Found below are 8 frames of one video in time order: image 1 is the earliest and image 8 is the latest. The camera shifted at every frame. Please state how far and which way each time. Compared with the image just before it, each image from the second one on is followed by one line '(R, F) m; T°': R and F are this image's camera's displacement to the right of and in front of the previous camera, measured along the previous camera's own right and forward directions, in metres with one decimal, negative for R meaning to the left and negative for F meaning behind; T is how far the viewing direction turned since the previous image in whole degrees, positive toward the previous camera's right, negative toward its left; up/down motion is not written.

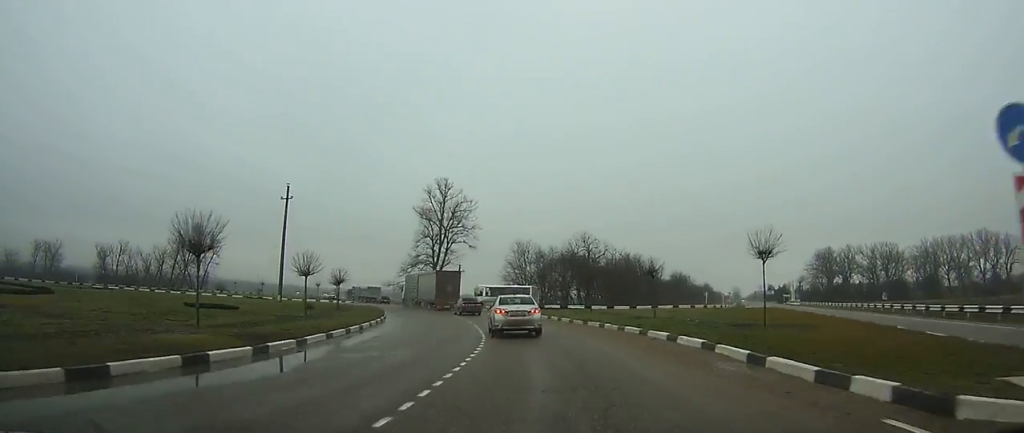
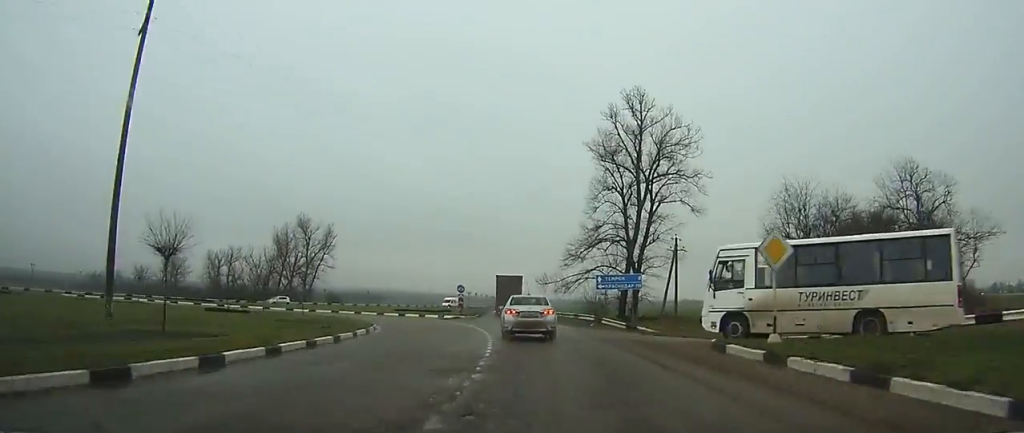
(-9.9, +52.0) m; -20°
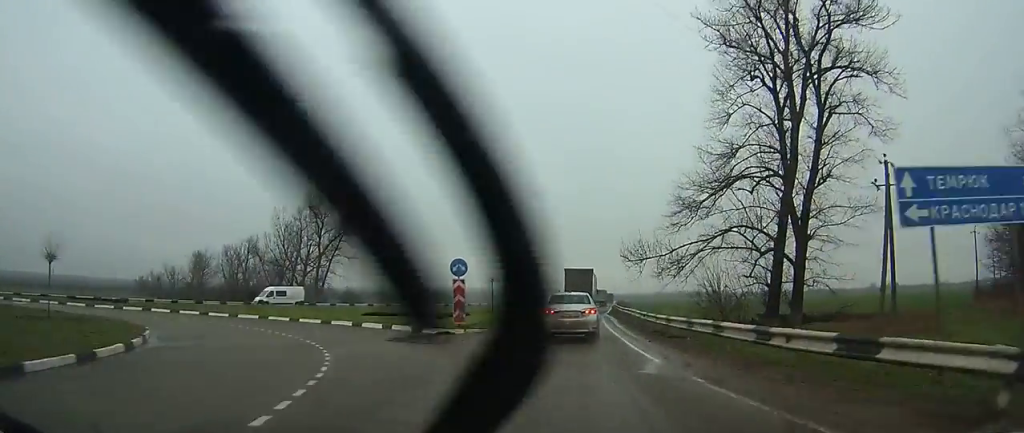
(-1.7, +27.8) m; -4°
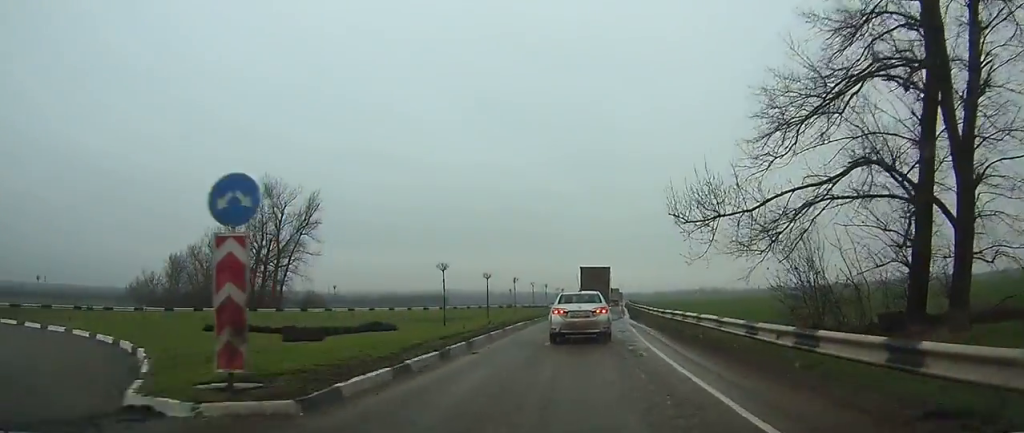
(-0.3, +15.3) m; 0°
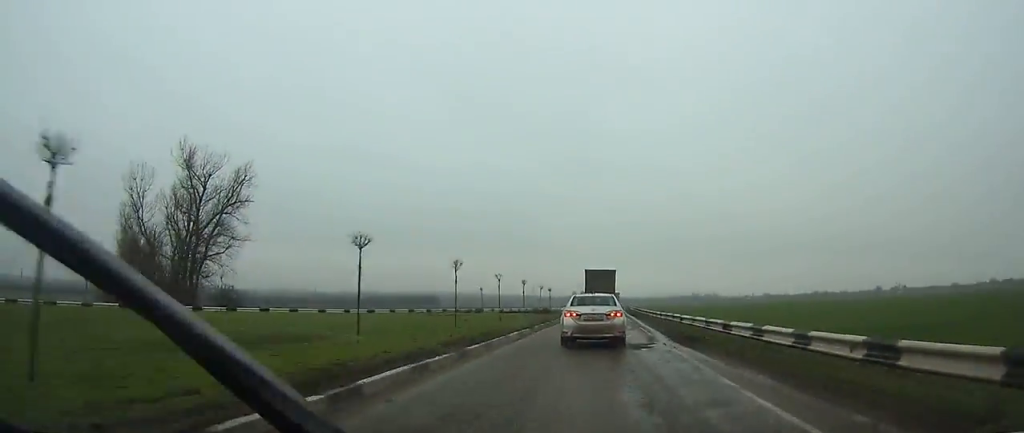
(+0.1, +17.1) m; +1°
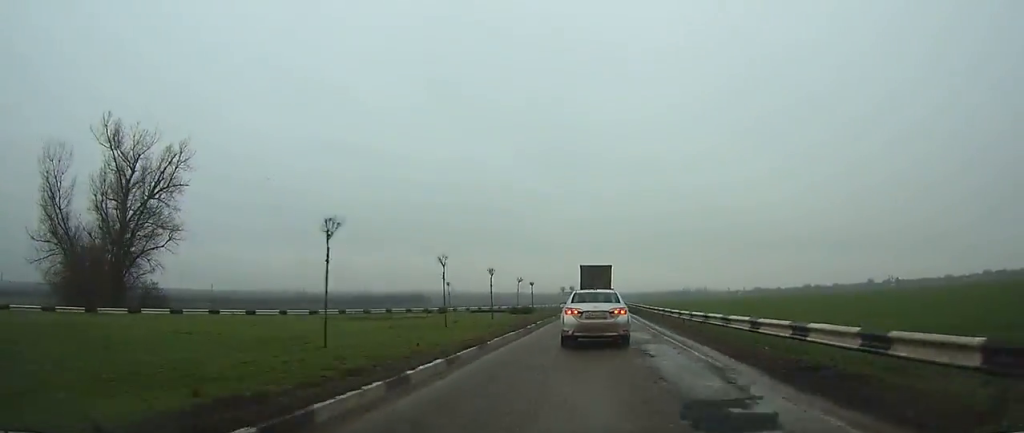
(0.0, +10.2) m; +1°
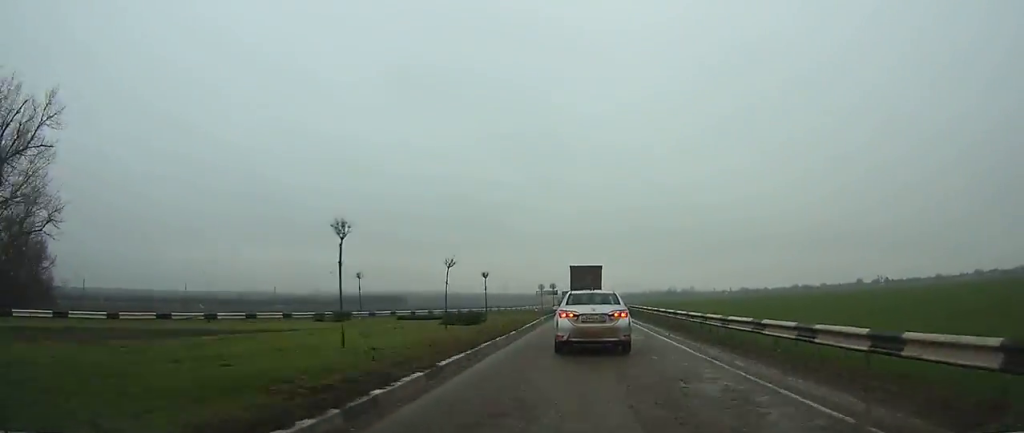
(+0.3, +16.1) m; +1°
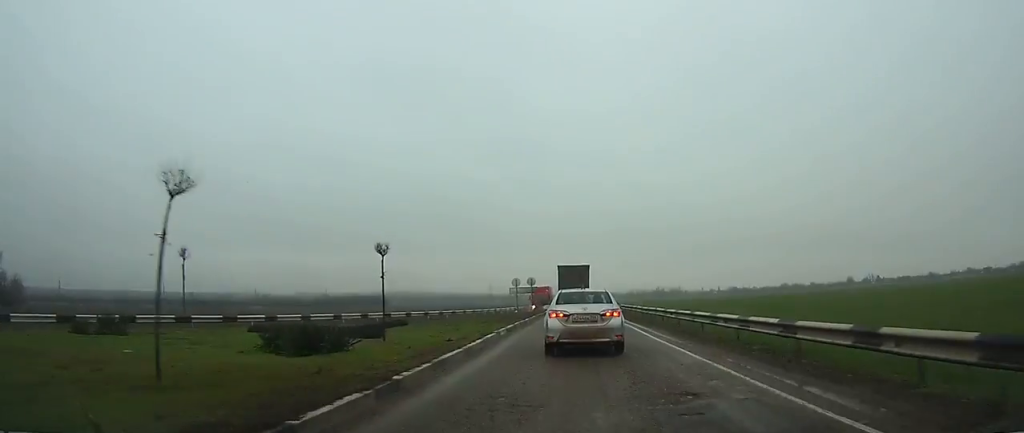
(+0.1, +13.4) m; 0°
